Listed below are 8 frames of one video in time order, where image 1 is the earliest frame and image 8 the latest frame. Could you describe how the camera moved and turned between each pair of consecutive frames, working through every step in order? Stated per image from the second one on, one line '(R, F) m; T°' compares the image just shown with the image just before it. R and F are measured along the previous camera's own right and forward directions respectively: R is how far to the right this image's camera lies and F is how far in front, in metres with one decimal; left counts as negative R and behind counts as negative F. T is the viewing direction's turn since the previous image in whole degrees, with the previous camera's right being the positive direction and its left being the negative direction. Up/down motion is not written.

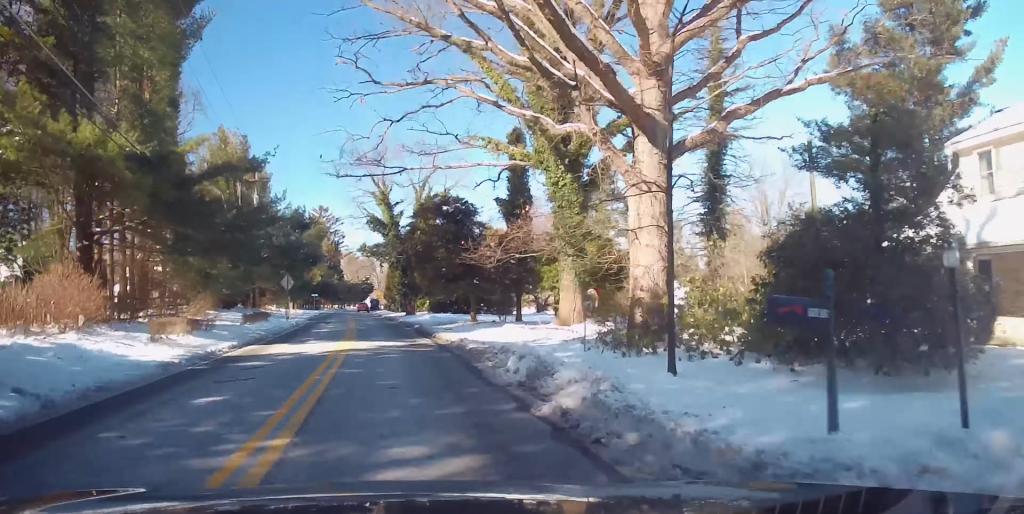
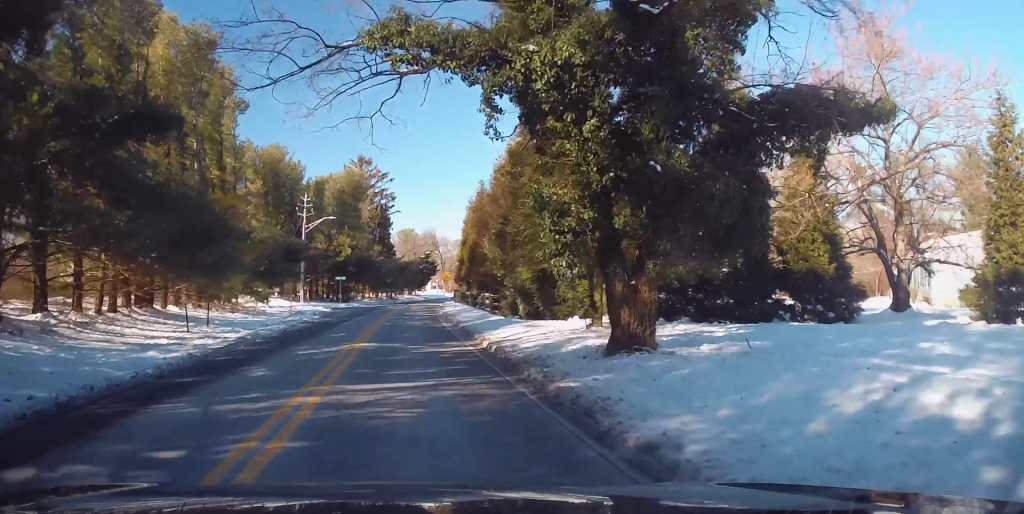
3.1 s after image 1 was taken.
(-2.0, +46.2) m; -6°
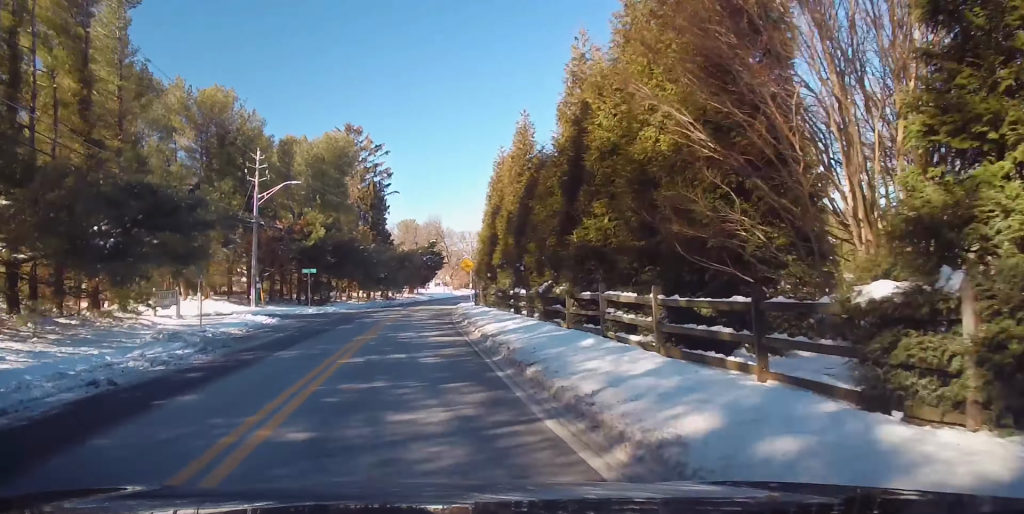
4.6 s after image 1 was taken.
(-0.9, +22.1) m; -1°
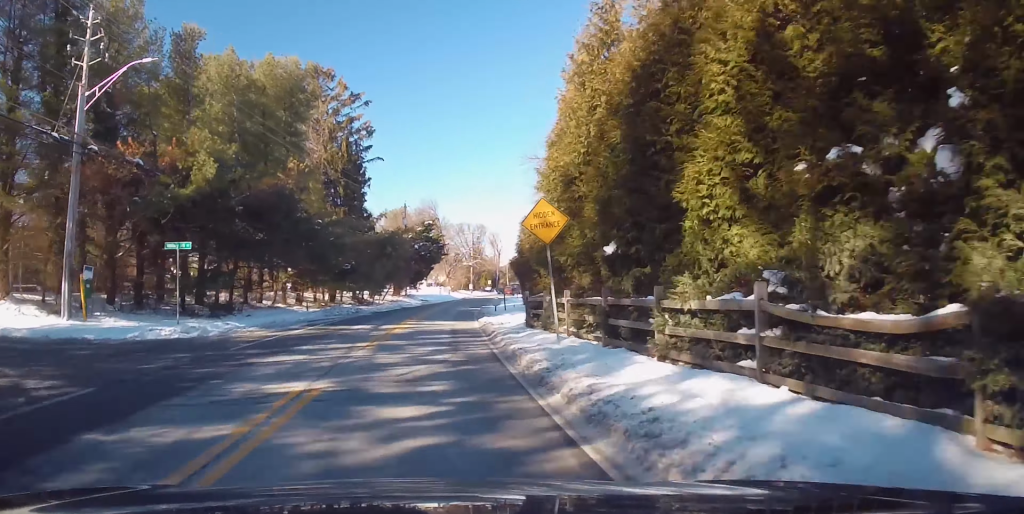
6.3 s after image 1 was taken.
(-0.2, +26.6) m; +2°
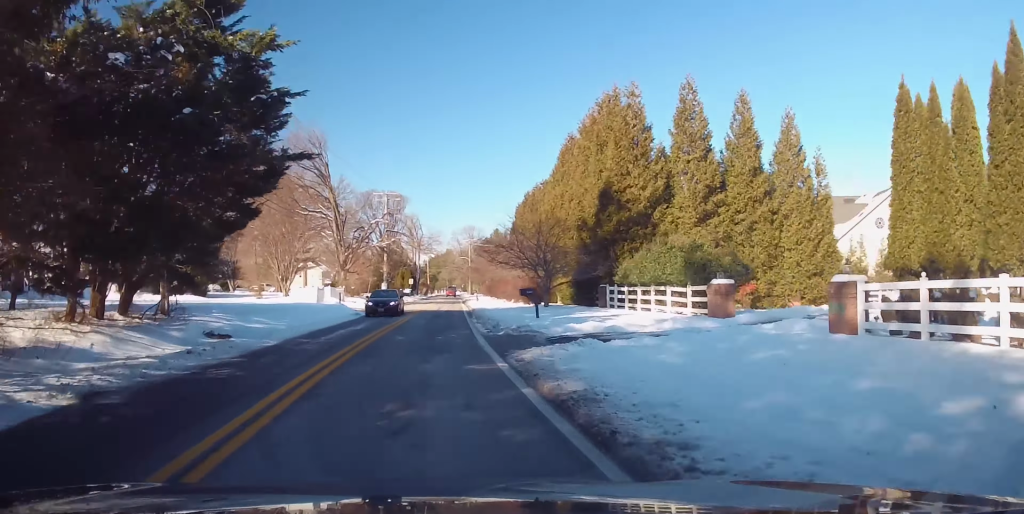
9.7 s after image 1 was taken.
(+4.7, +52.0) m; +9°
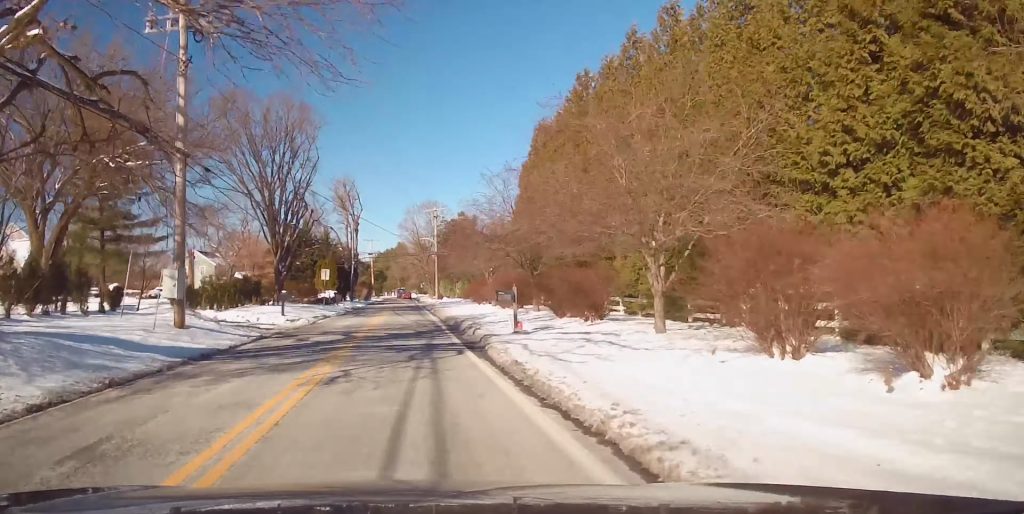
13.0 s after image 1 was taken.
(+1.6, +54.2) m; +2°
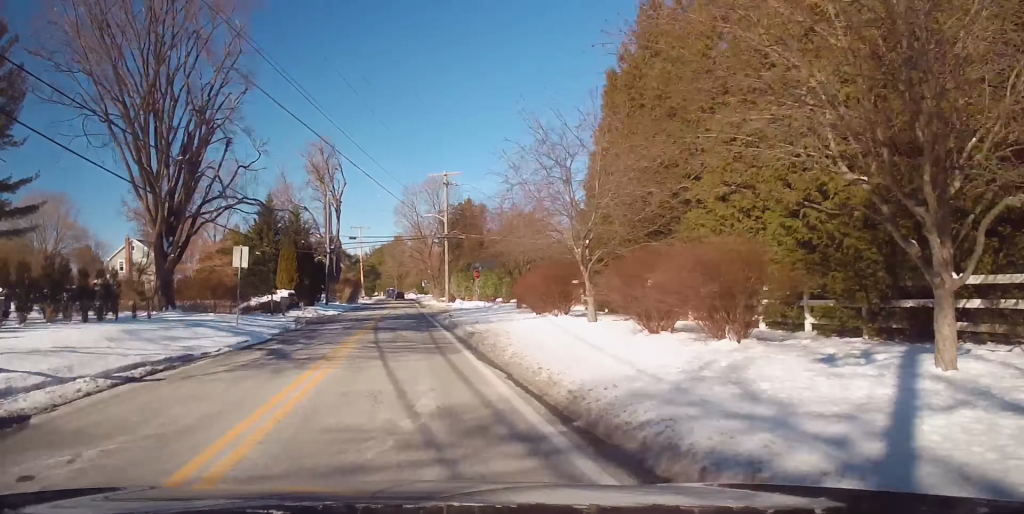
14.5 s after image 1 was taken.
(-0.3, +25.3) m; -1°
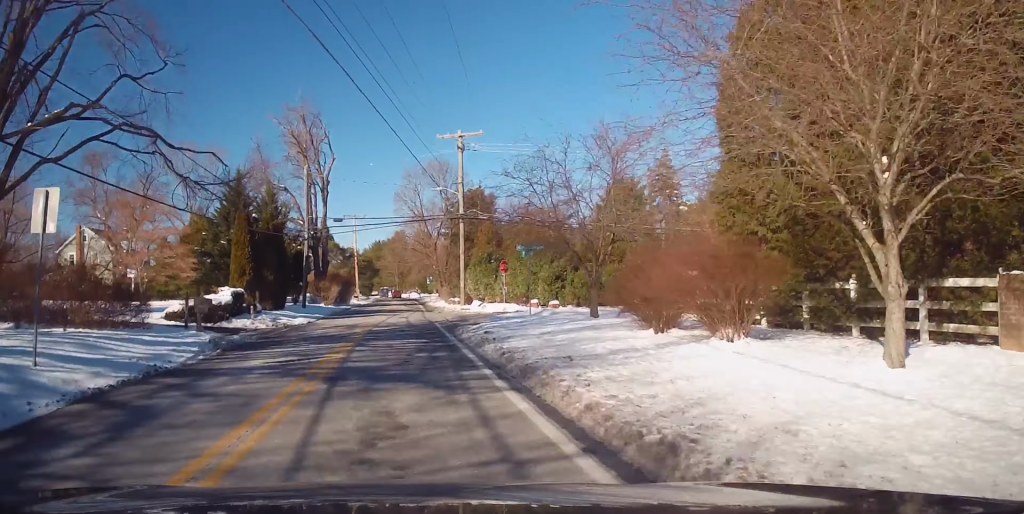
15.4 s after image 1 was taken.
(0.0, +14.3) m; -1°
